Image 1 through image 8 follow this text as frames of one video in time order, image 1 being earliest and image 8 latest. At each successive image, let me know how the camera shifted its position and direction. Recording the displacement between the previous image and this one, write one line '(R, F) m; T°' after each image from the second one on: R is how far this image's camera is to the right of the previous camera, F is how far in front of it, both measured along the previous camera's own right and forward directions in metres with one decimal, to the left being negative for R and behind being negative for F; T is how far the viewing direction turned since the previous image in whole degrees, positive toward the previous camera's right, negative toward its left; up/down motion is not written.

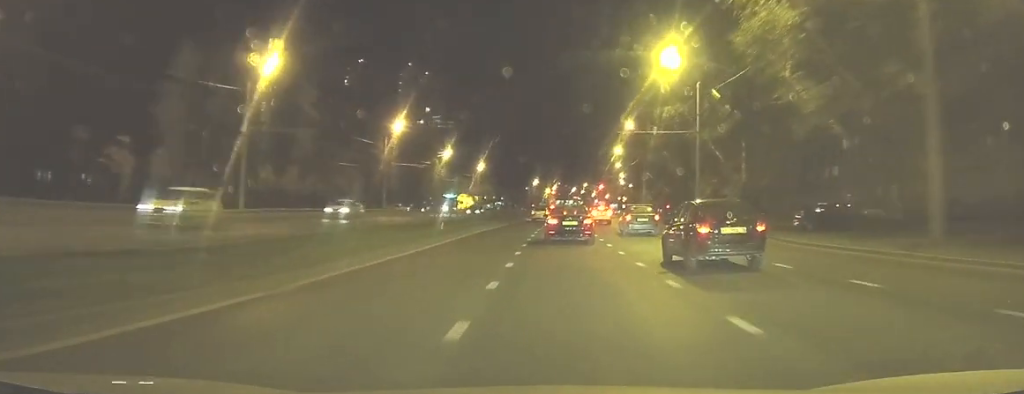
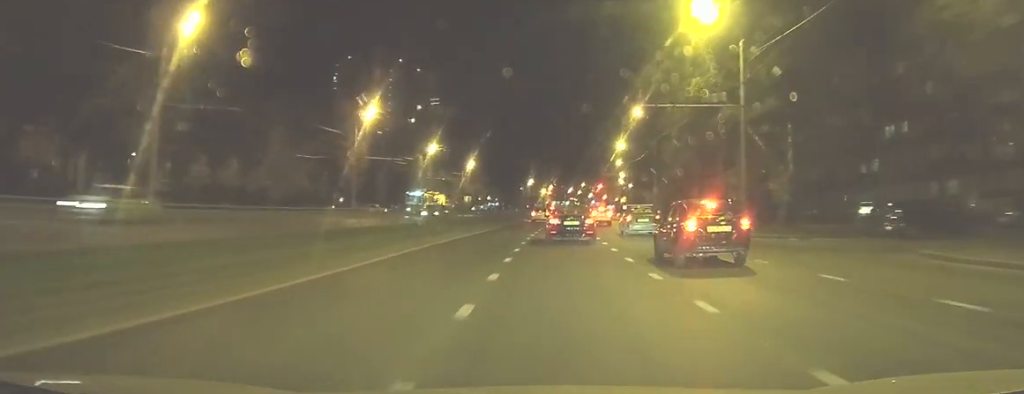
(0.0, +10.7) m; 0°
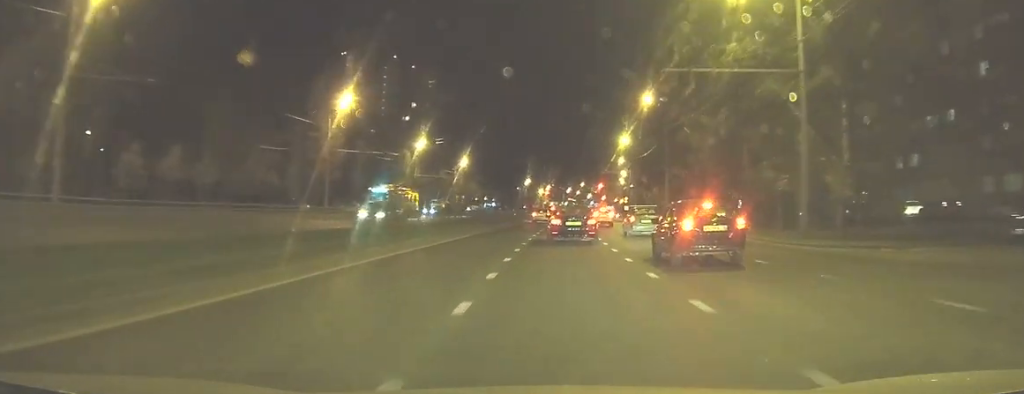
(-0.1, +7.9) m; 0°
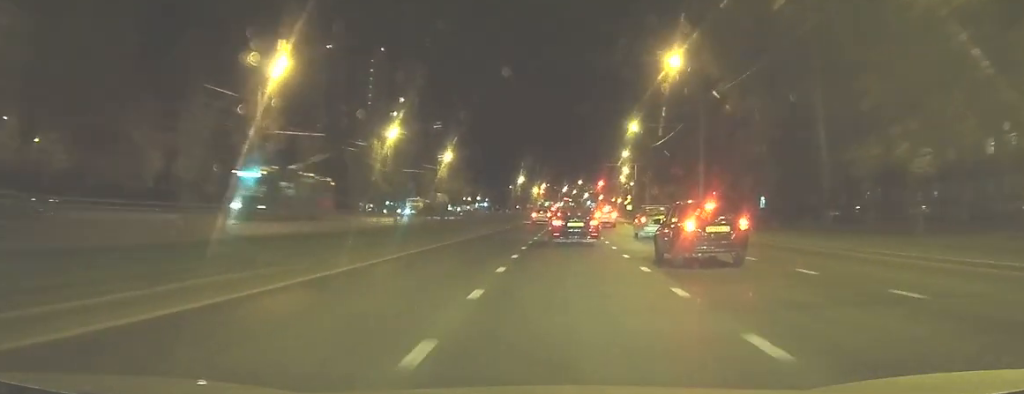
(+0.1, +14.4) m; +1°
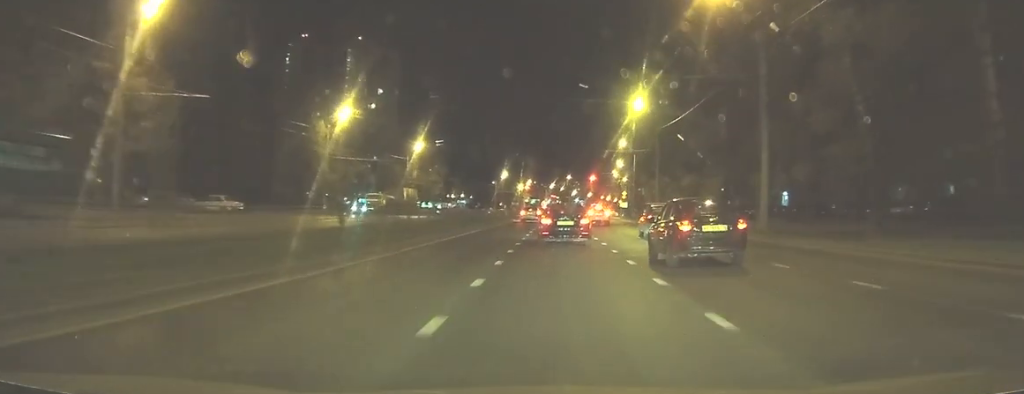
(+0.2, +14.6) m; +2°
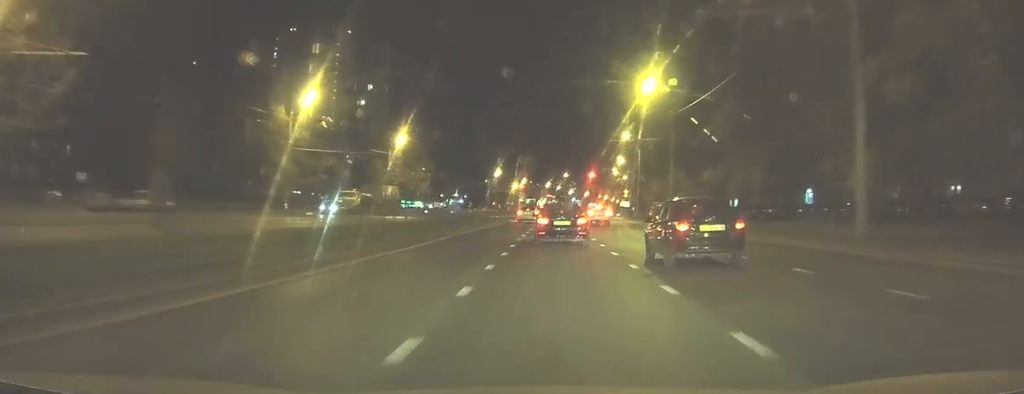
(+0.1, +9.3) m; +1°
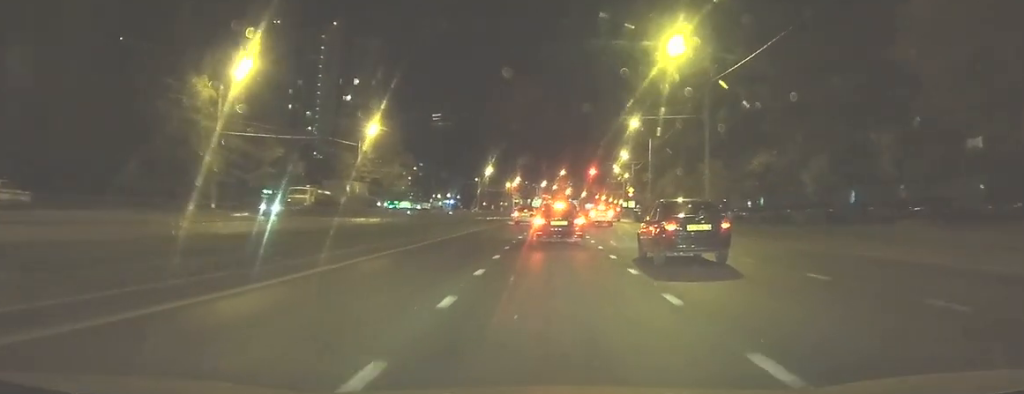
(+0.2, +13.7) m; +1°
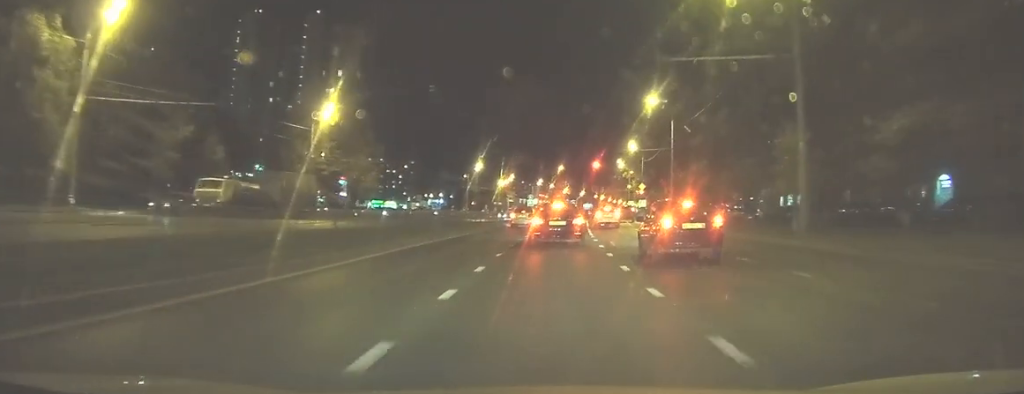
(+0.1, +16.1) m; +1°
